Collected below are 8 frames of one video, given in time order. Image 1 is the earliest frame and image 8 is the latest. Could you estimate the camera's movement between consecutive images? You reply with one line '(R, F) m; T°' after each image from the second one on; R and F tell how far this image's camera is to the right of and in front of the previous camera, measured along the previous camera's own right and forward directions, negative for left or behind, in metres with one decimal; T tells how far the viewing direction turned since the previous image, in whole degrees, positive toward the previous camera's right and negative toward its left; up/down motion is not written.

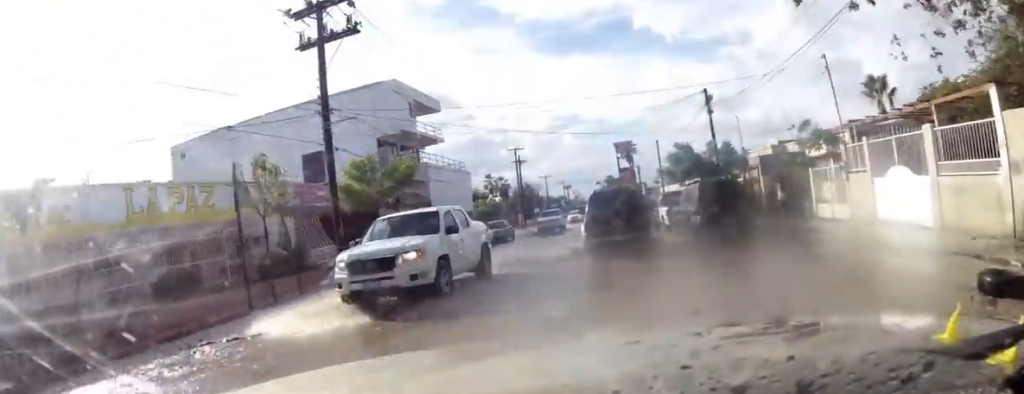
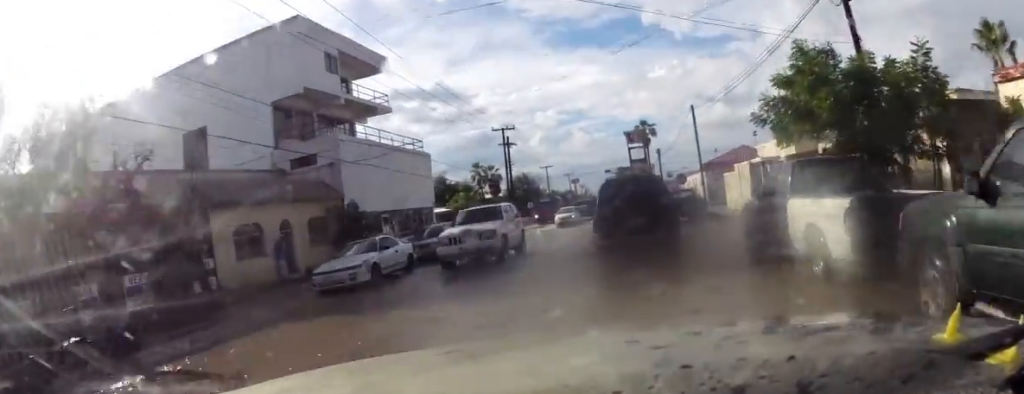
(+0.2, +12.4) m; +1°
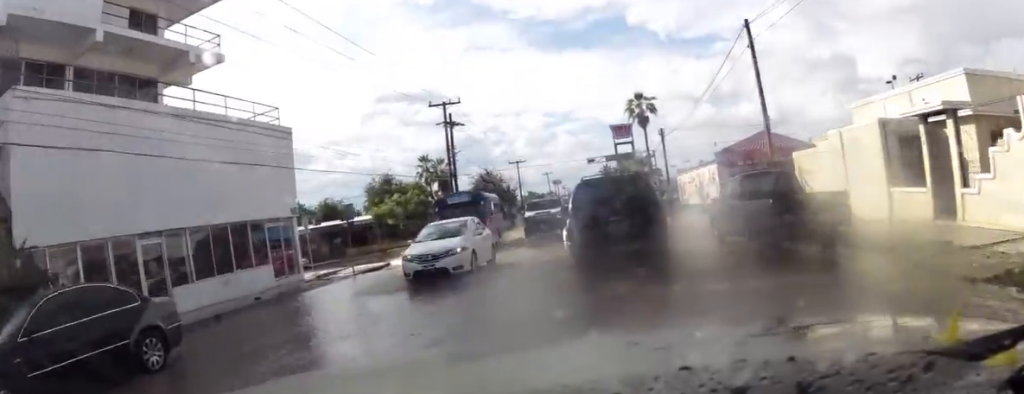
(+0.1, +15.5) m; 0°
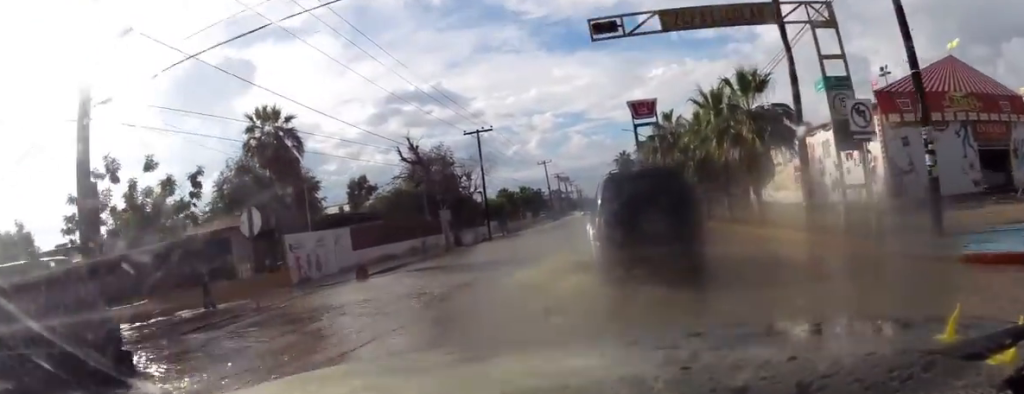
(-0.4, +34.2) m; -1°
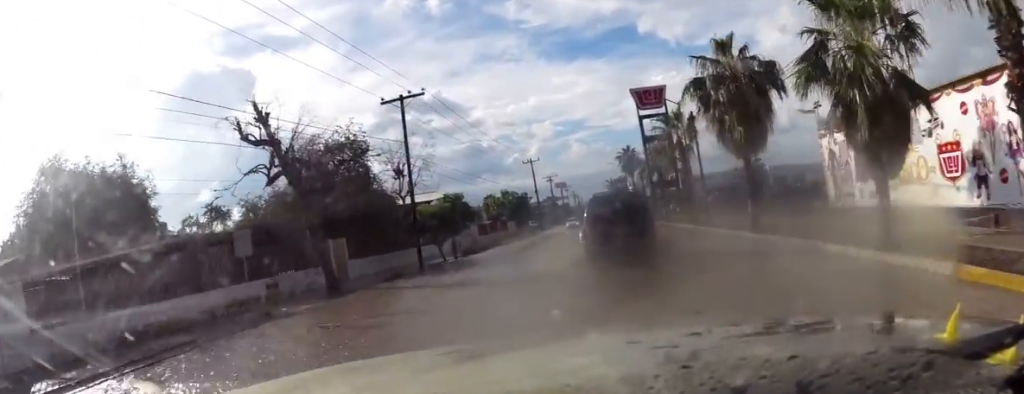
(+0.1, +19.7) m; -1°
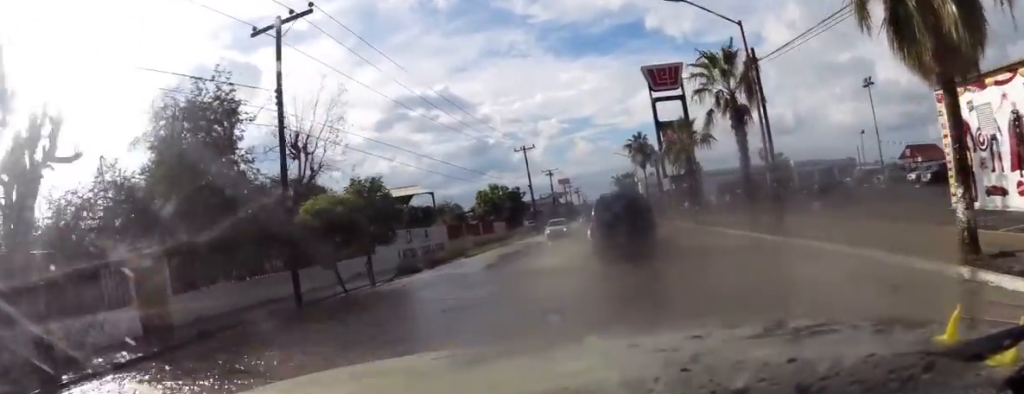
(-0.3, +13.4) m; -1°
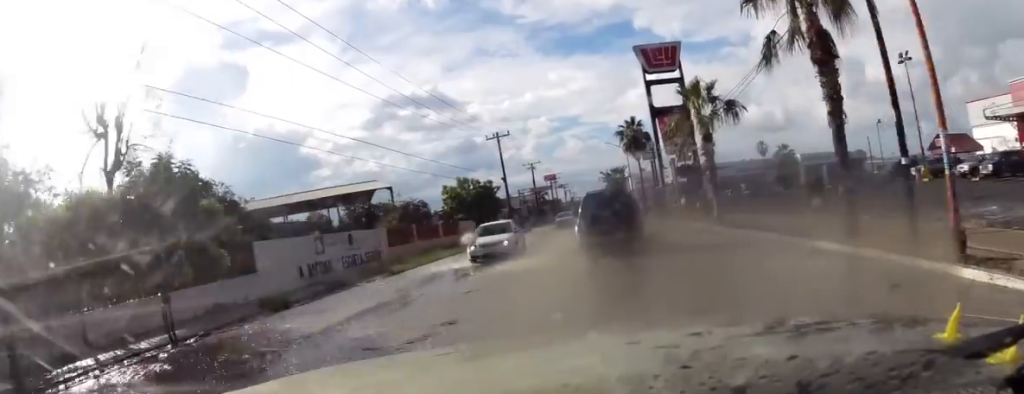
(-0.1, +9.8) m; 0°
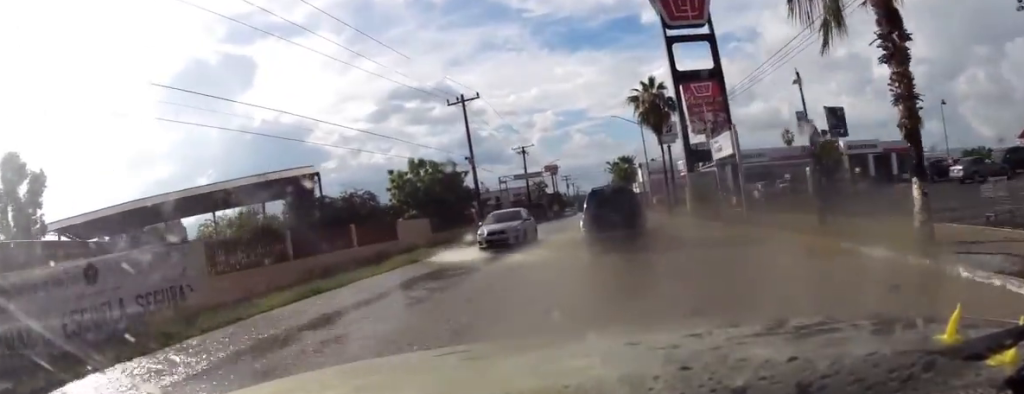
(0.0, +16.6) m; +2°
